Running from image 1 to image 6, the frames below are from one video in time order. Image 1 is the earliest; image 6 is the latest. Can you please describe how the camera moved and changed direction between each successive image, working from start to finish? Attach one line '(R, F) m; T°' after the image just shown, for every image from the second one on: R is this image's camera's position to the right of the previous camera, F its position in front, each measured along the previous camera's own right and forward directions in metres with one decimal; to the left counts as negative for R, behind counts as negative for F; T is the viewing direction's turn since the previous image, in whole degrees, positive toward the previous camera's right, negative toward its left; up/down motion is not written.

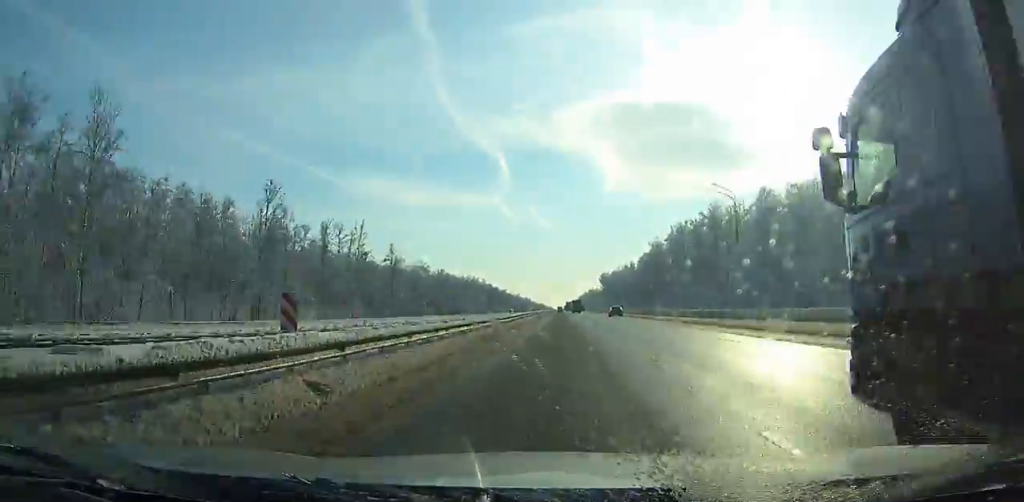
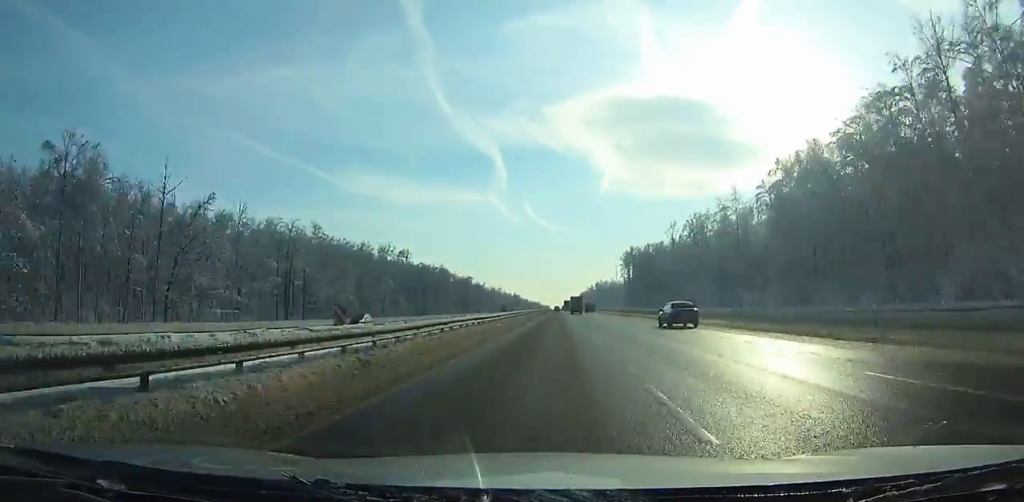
(+0.5, +155.5) m; +1°
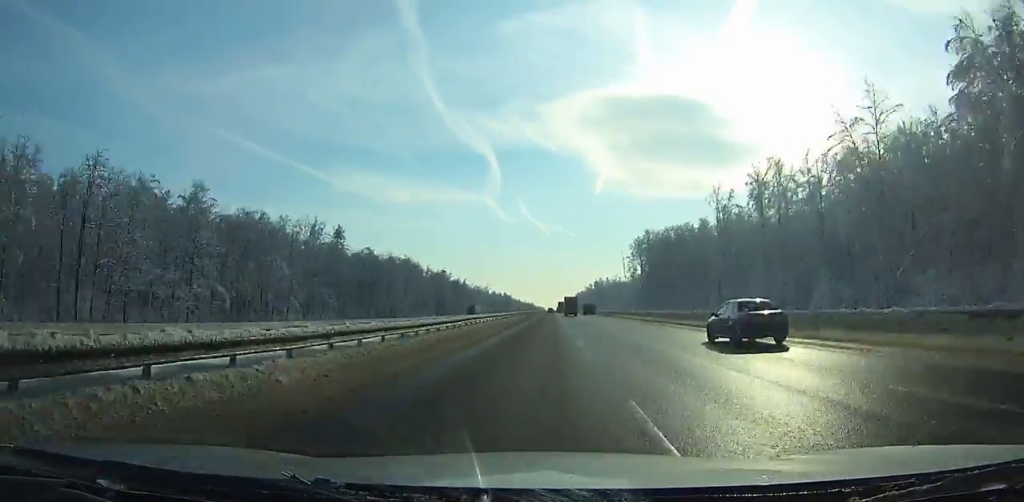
(+0.1, +48.9) m; 0°
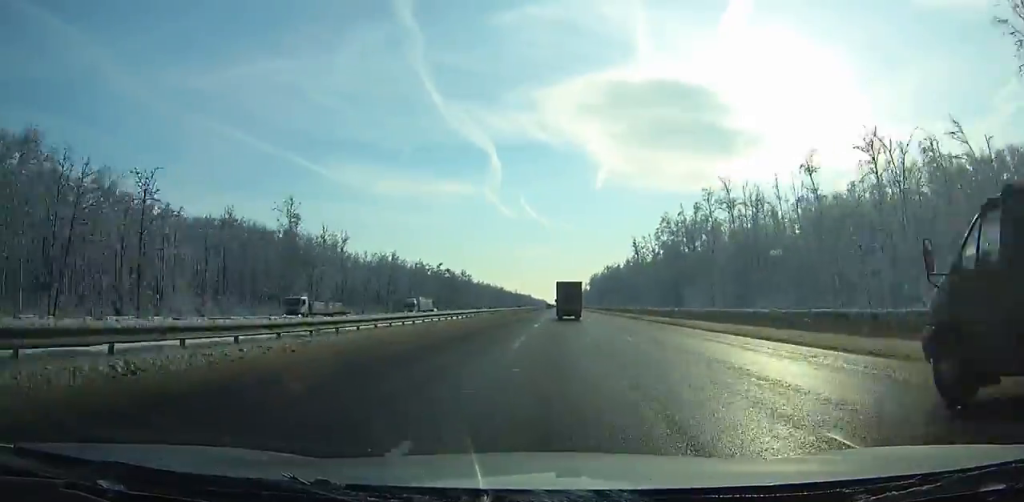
(-1.4, +272.6) m; -1°
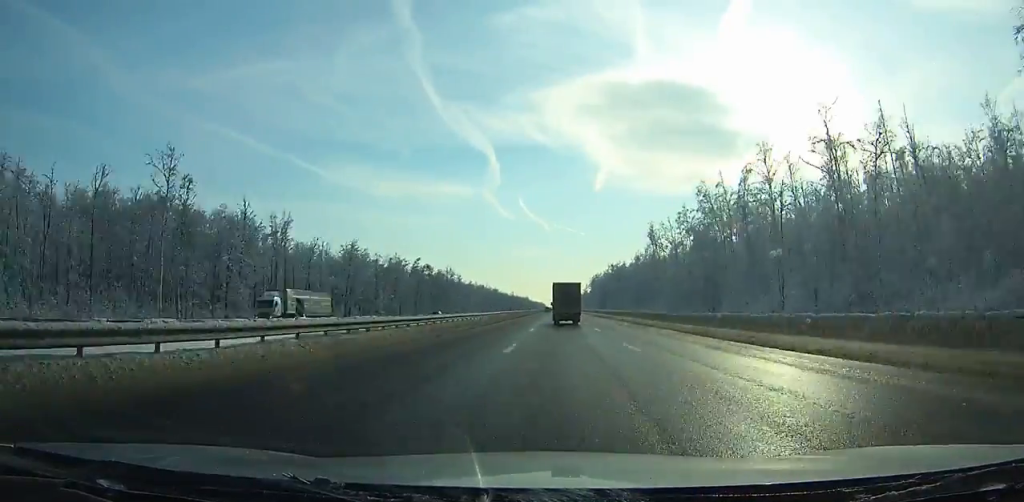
(+0.2, +32.2) m; 0°
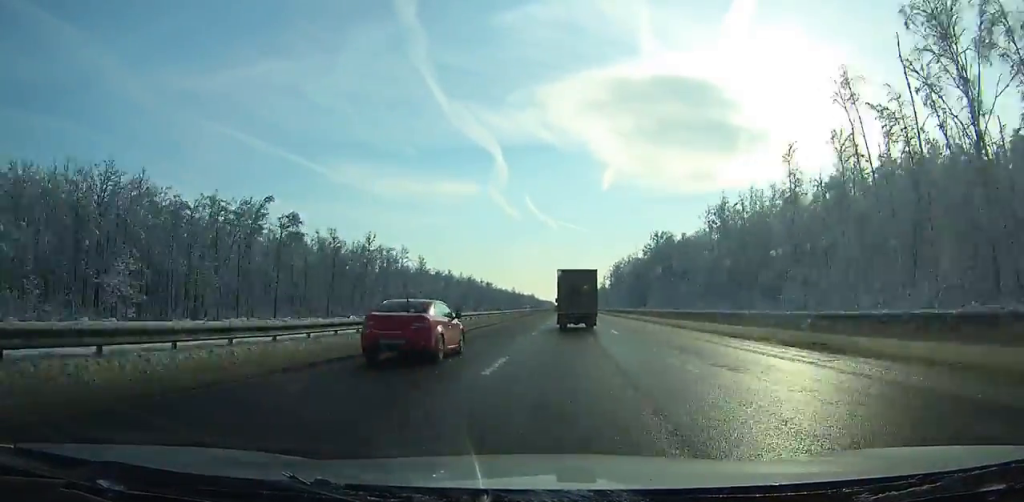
(-0.4, +99.6) m; 0°
